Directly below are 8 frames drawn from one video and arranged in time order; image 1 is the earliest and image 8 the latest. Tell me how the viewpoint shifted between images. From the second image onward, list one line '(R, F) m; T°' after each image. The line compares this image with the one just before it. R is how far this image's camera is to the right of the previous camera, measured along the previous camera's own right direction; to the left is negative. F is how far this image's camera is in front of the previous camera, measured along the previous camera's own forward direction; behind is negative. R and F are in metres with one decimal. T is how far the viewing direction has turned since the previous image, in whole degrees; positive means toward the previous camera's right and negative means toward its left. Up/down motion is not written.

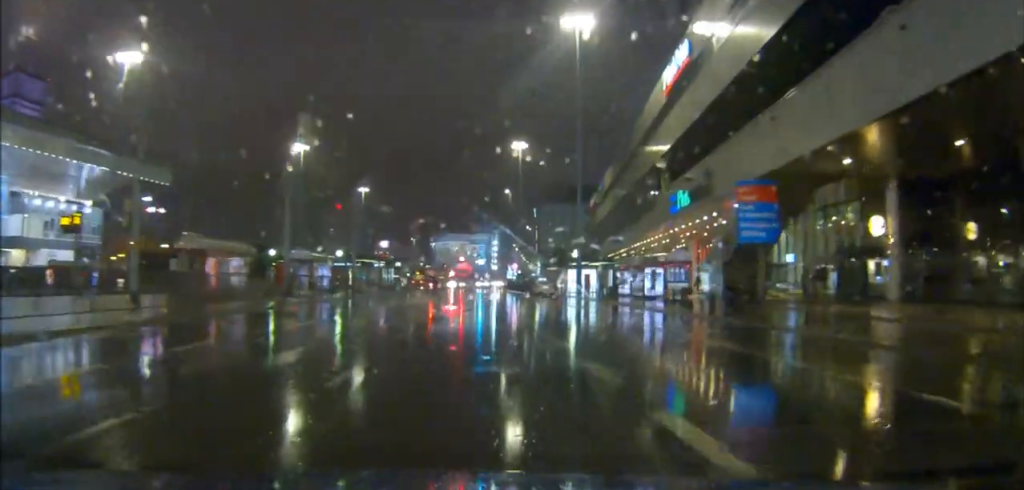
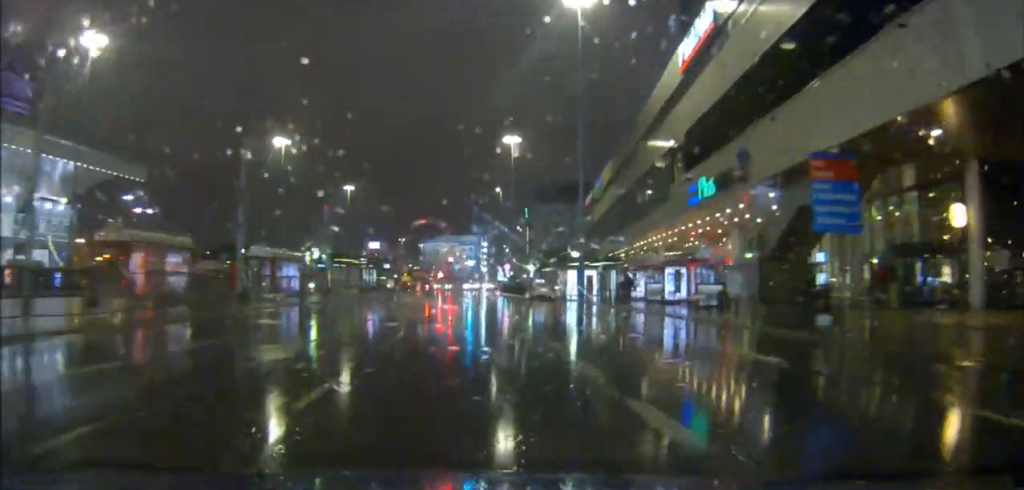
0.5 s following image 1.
(-0.1, +7.6) m; 0°
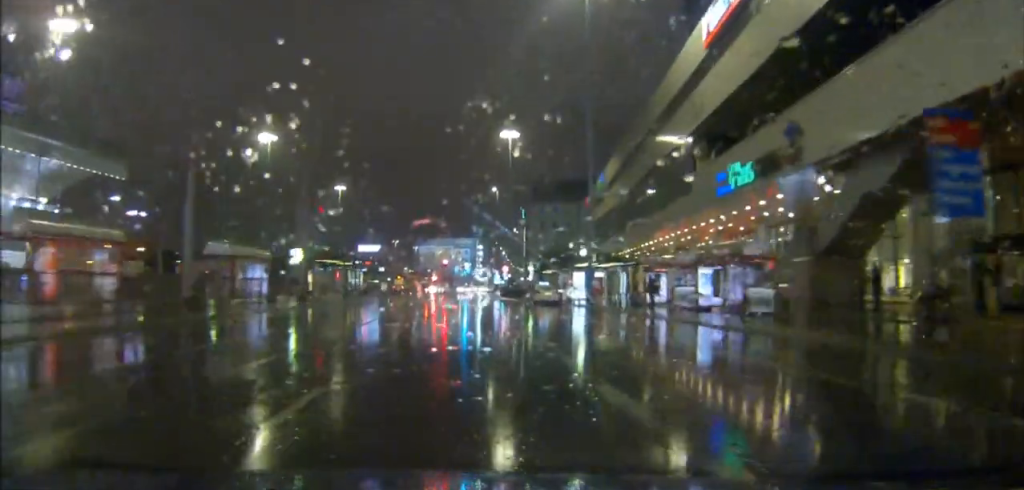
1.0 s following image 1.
(-0.1, +6.7) m; 0°
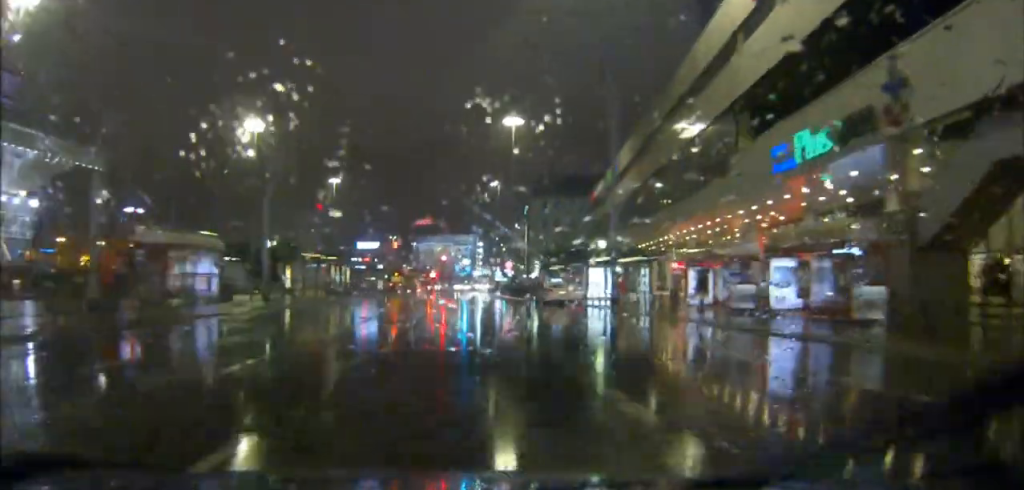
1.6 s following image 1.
(0.0, +8.5) m; +1°
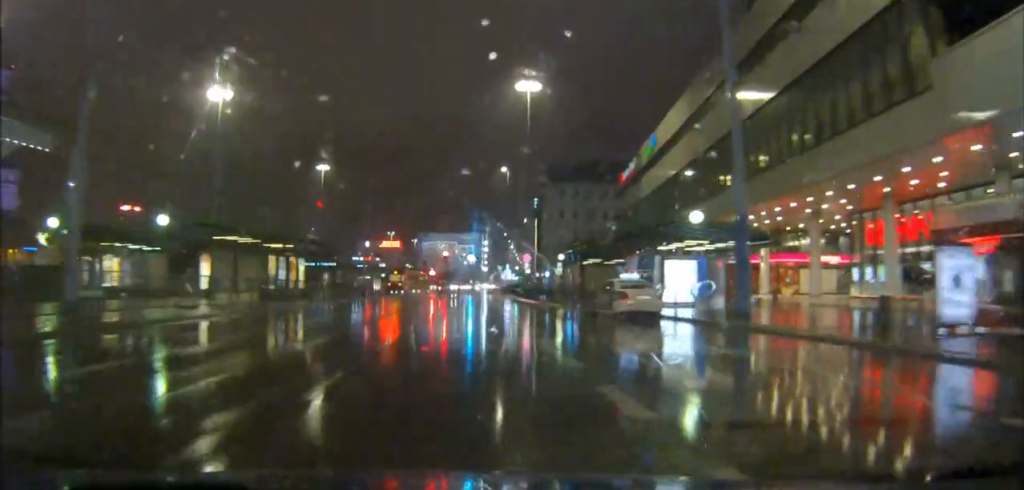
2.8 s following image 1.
(+0.3, +19.5) m; +1°
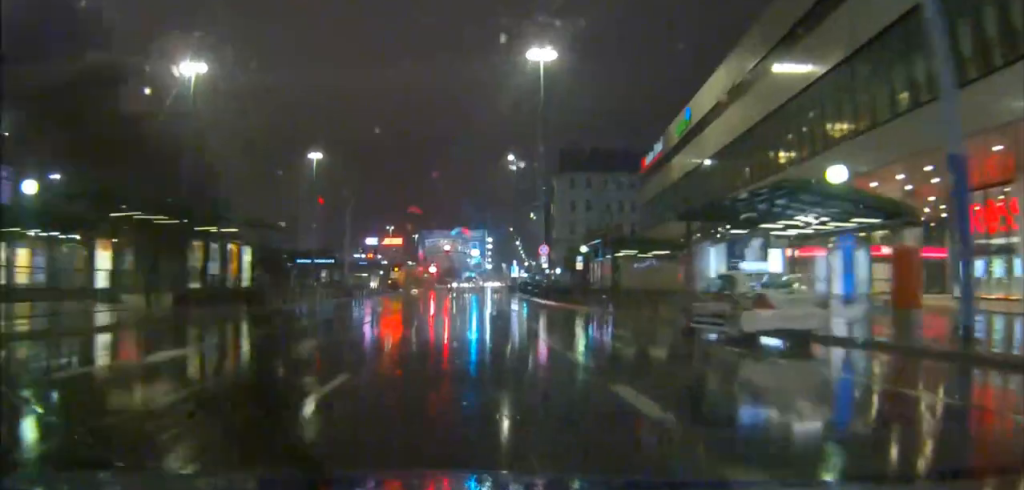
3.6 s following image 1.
(+0.1, +11.8) m; 0°
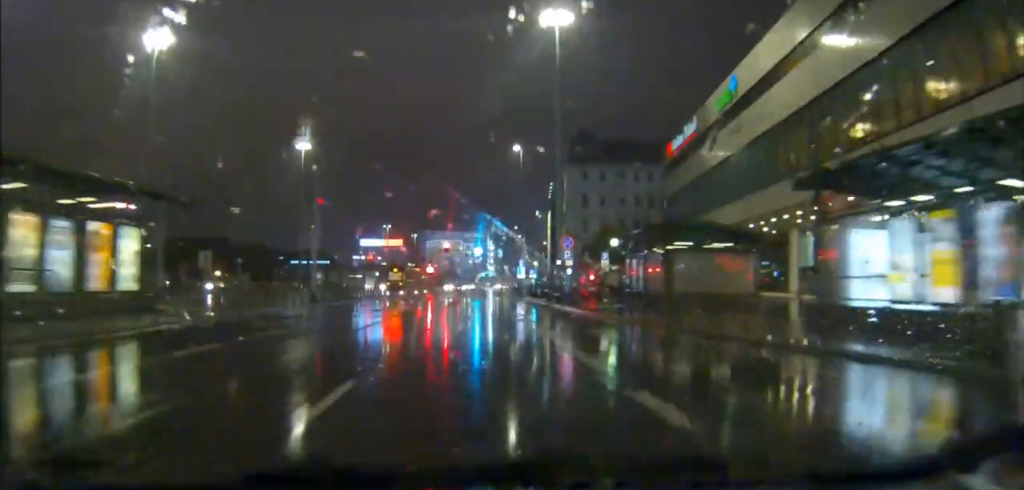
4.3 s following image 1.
(0.0, +12.1) m; -1°
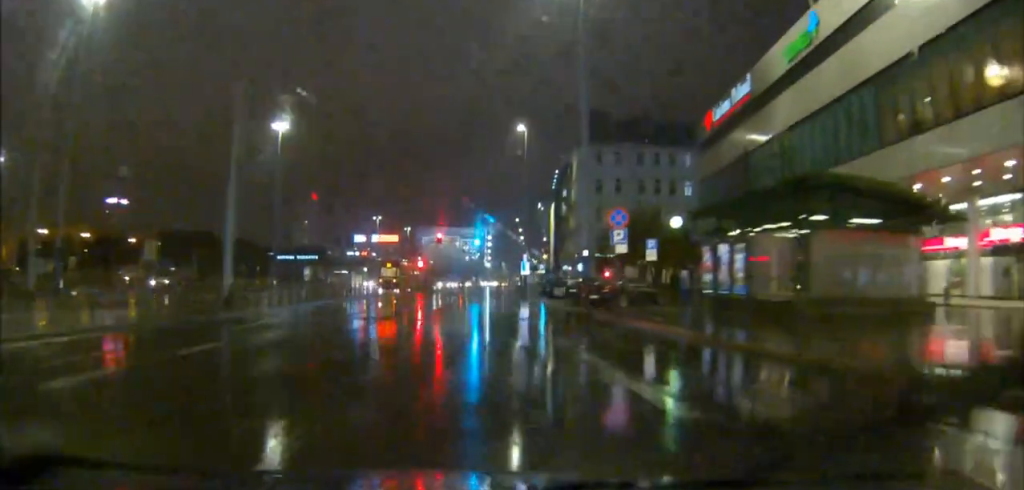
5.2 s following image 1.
(-0.2, +15.4) m; -1°
